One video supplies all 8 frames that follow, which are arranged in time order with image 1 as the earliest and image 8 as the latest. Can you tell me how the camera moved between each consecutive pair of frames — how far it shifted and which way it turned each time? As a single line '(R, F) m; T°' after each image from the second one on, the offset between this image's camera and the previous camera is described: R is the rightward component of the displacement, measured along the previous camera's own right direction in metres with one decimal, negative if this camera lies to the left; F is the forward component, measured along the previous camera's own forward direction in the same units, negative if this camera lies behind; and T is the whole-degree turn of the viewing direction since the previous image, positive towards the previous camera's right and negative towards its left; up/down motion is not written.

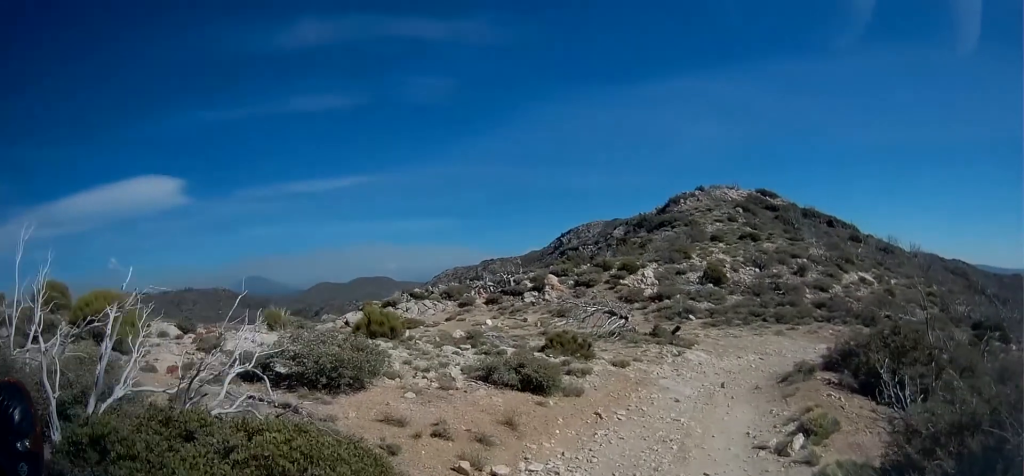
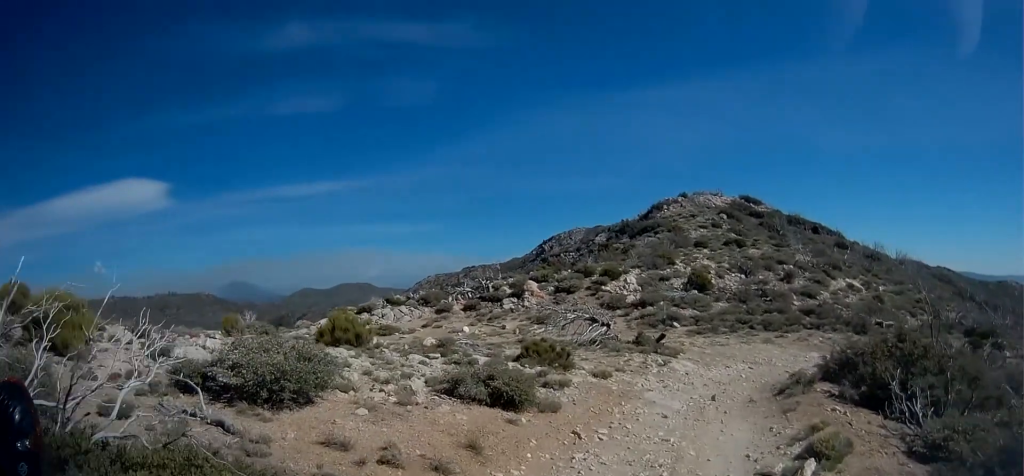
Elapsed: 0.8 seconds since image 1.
(0.0, +1.3) m; +4°
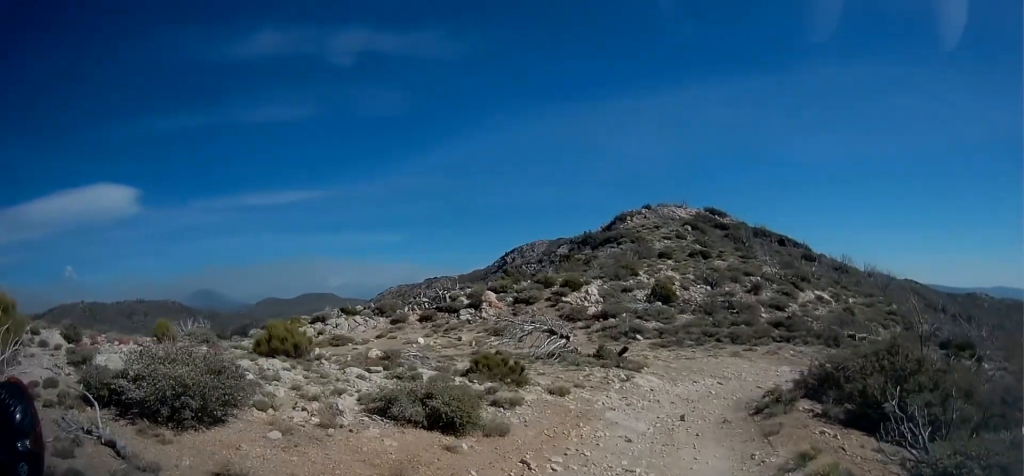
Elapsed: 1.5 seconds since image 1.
(0.0, +1.2) m; +4°
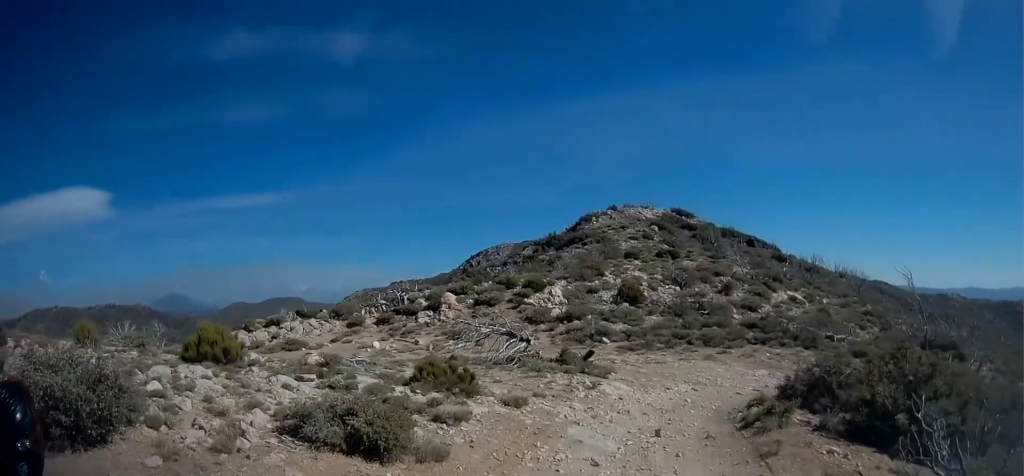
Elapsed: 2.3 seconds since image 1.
(+0.1, +1.4) m; +3°
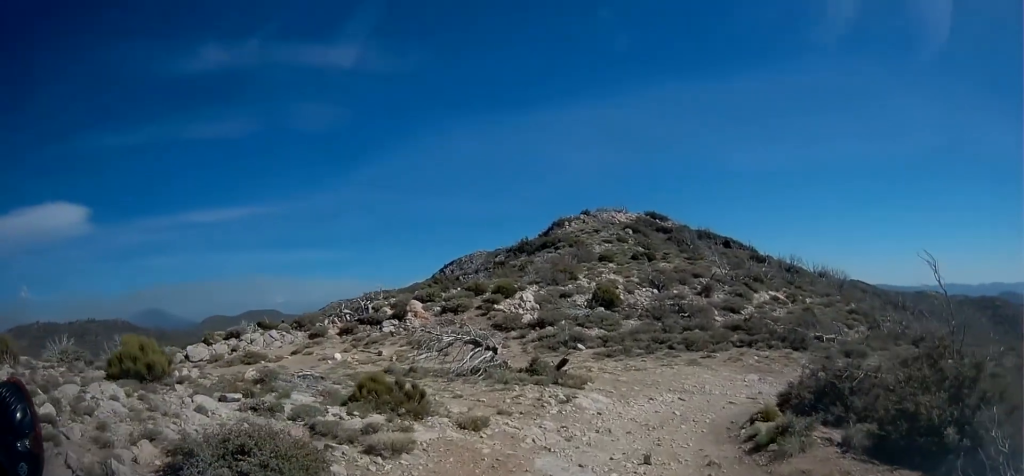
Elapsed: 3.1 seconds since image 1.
(0.0, +1.6) m; 0°
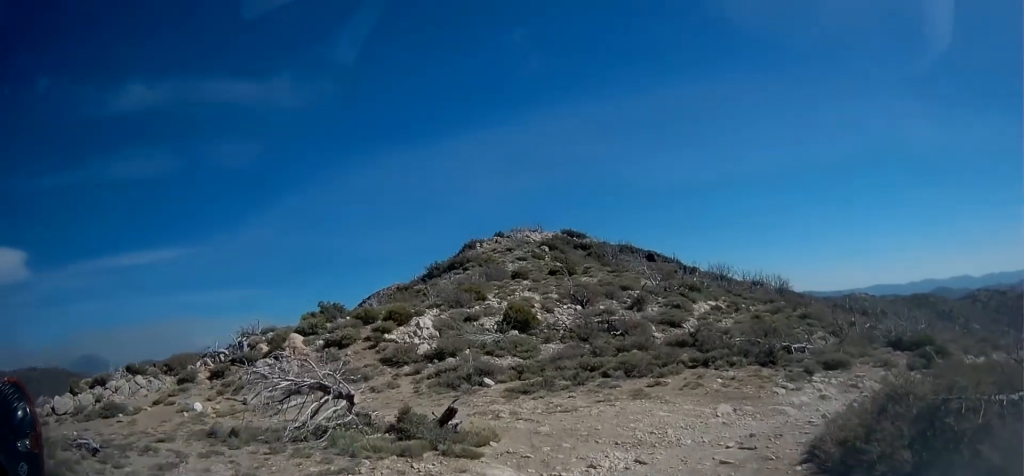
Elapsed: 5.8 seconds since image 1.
(+0.2, +5.6) m; +6°
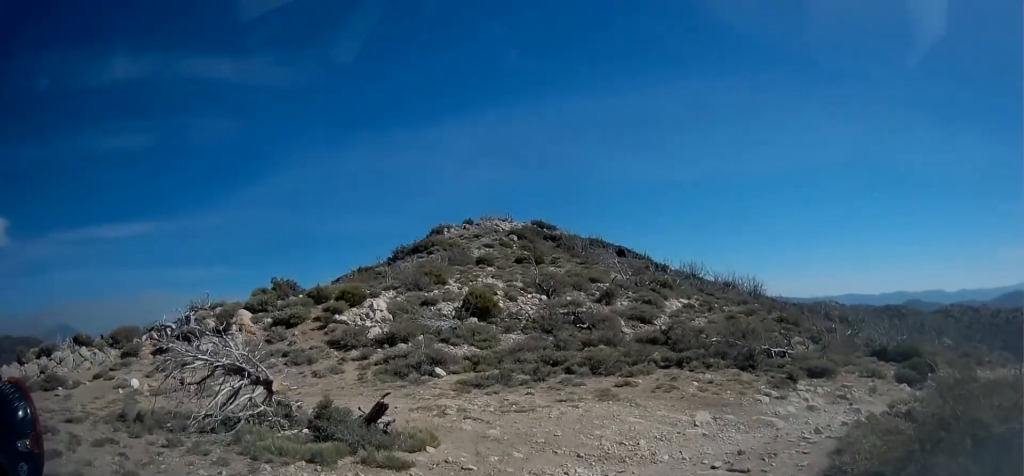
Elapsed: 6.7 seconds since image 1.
(+0.1, +1.9) m; +4°
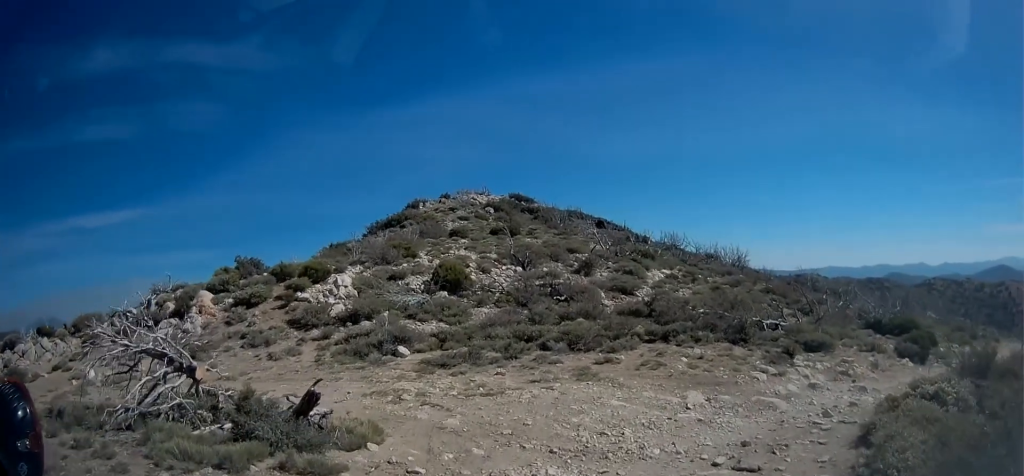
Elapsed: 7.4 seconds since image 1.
(0.0, +1.6) m; +4°
